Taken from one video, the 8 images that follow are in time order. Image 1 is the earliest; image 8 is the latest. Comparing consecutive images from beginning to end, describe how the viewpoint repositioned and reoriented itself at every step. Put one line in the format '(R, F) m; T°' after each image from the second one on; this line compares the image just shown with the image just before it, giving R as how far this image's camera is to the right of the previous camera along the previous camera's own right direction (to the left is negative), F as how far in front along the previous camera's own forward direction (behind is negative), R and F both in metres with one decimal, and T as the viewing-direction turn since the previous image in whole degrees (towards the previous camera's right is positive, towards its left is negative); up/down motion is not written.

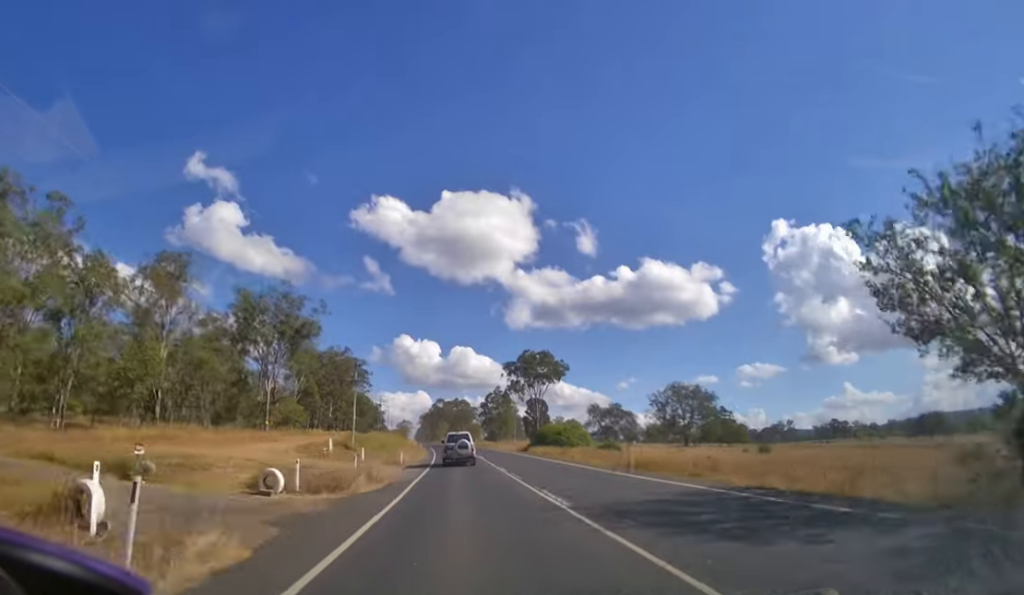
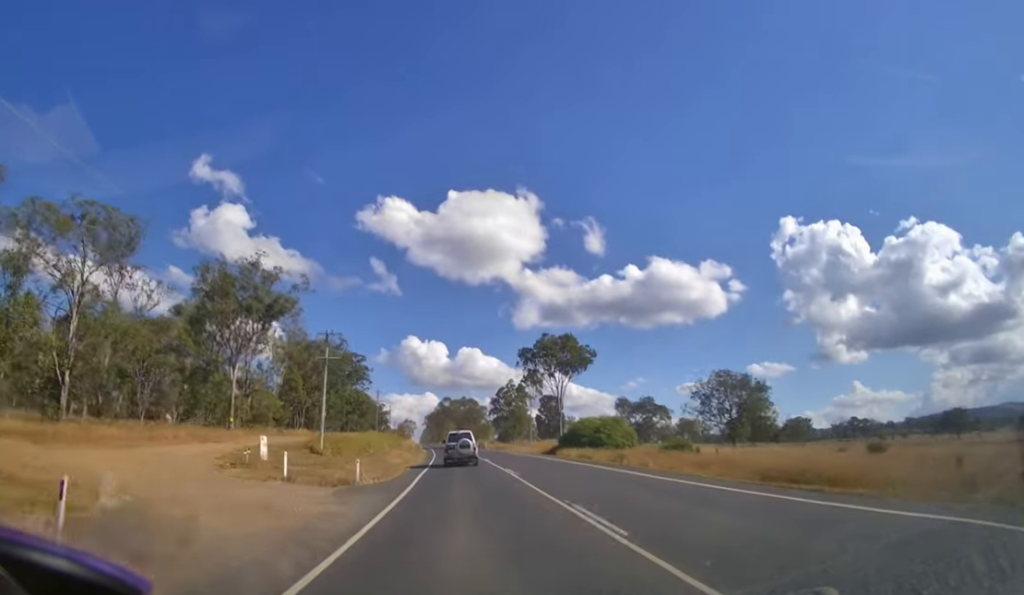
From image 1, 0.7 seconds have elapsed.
(-0.2, +14.1) m; -1°
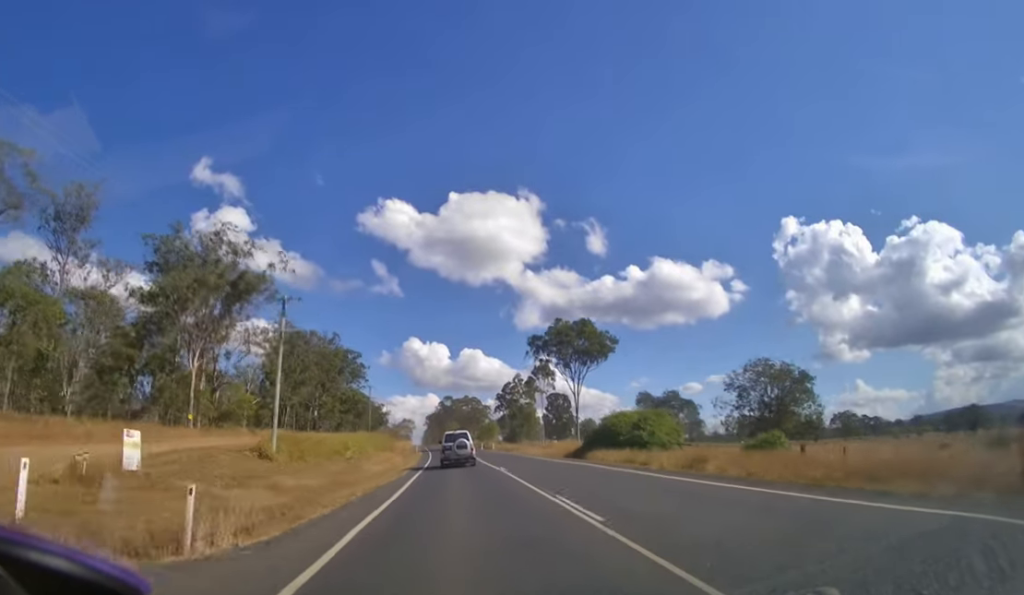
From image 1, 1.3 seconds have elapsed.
(-0.1, +9.5) m; -1°
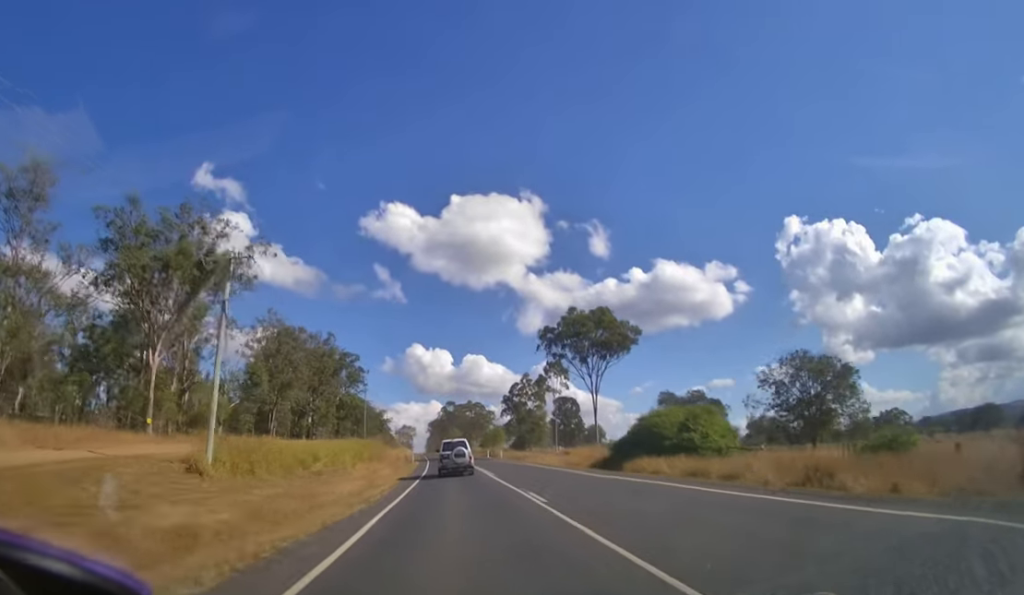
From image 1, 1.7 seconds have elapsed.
(0.0, +7.0) m; 0°
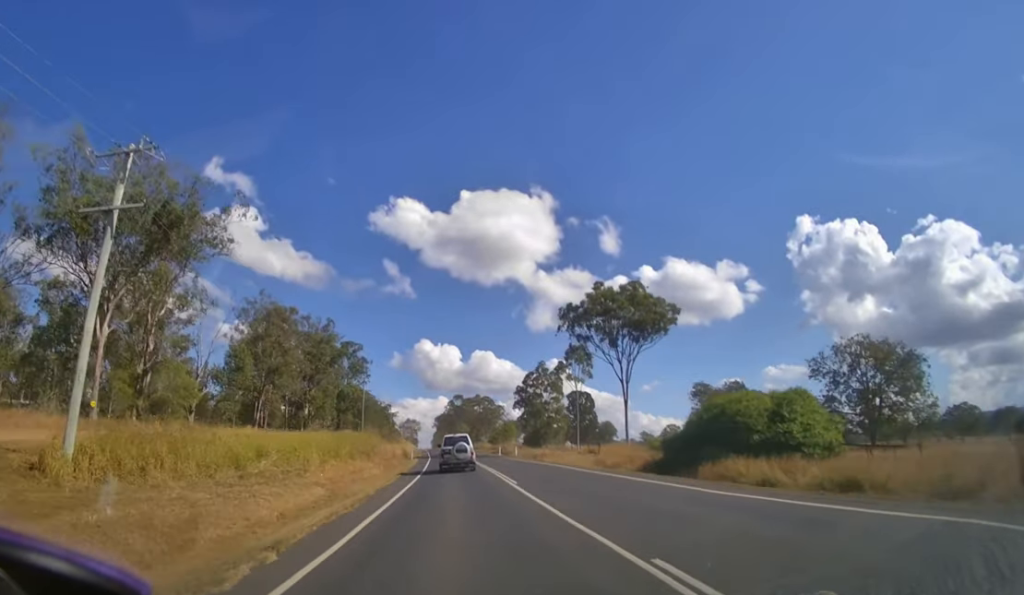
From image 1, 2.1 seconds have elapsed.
(0.0, +7.6) m; 0°
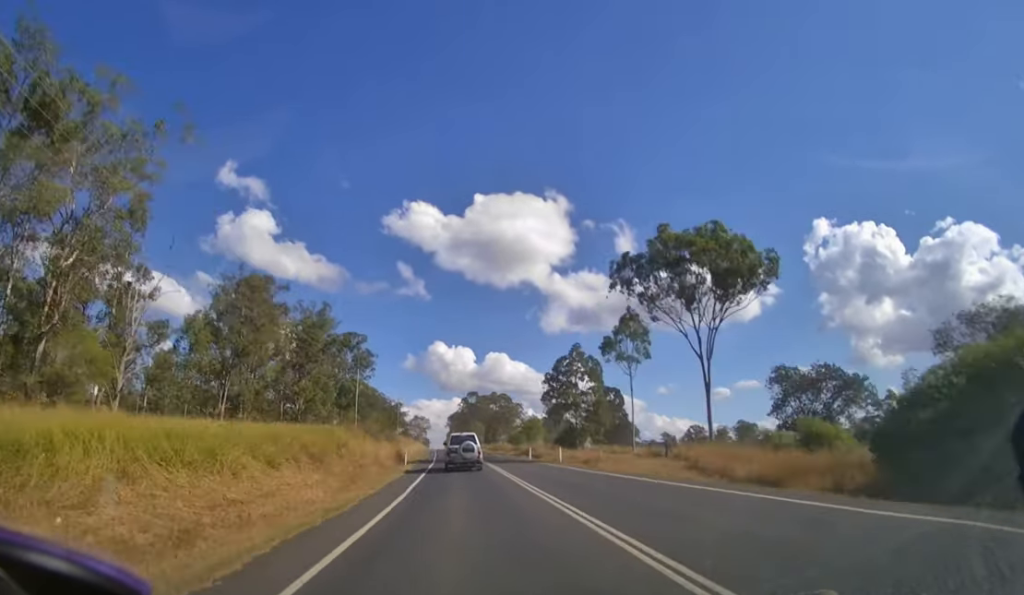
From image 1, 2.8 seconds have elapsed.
(0.0, +12.9) m; -1°
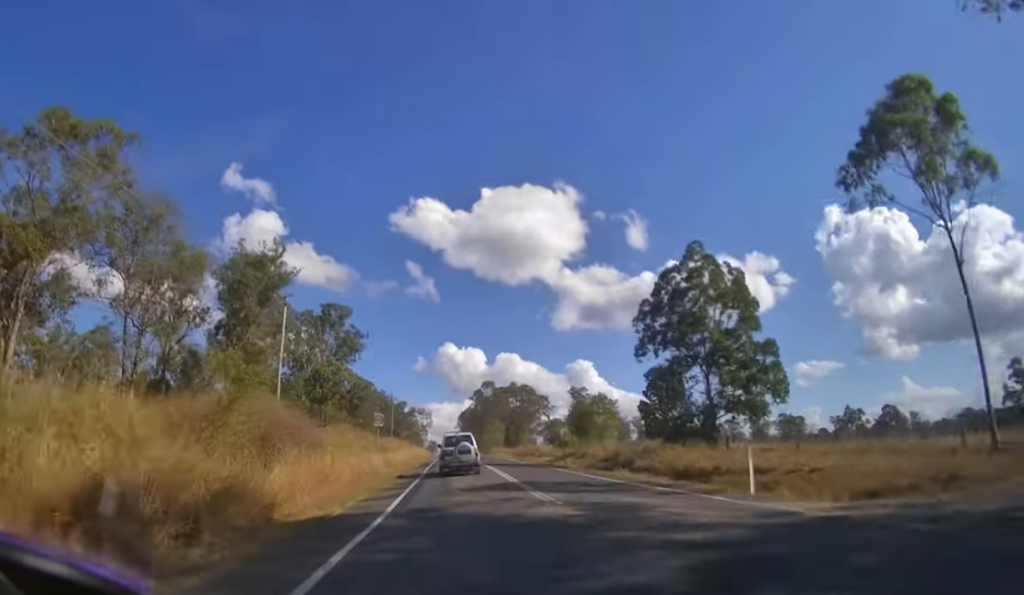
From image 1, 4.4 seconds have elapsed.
(-0.6, +31.7) m; -2°
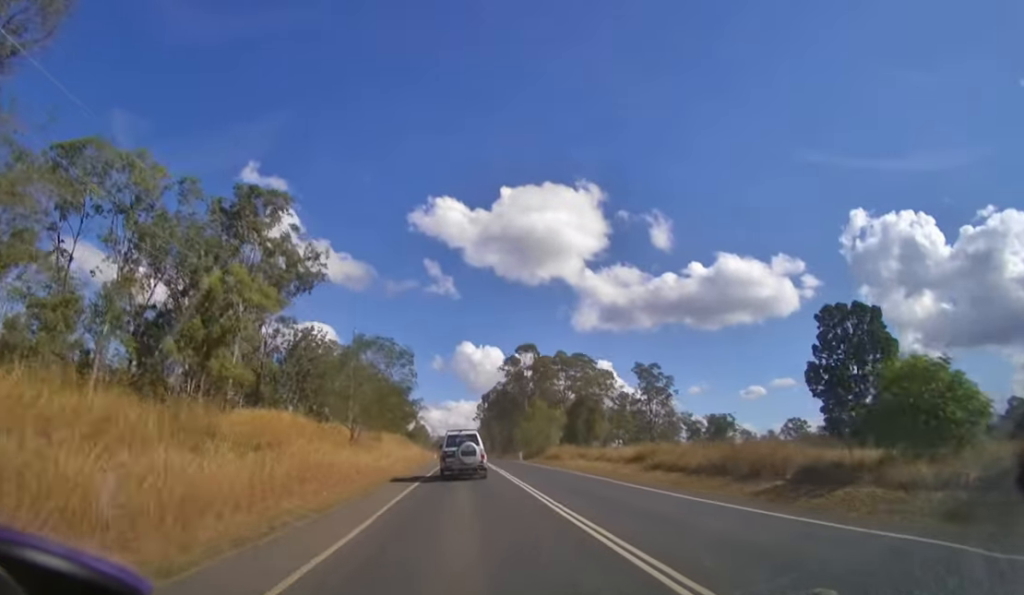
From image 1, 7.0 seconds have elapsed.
(-1.3, +58.1) m; -2°
